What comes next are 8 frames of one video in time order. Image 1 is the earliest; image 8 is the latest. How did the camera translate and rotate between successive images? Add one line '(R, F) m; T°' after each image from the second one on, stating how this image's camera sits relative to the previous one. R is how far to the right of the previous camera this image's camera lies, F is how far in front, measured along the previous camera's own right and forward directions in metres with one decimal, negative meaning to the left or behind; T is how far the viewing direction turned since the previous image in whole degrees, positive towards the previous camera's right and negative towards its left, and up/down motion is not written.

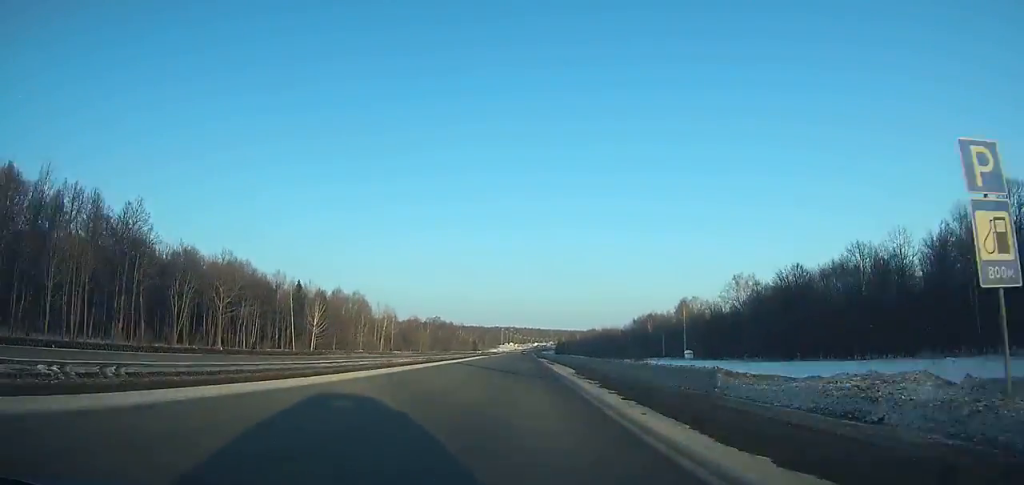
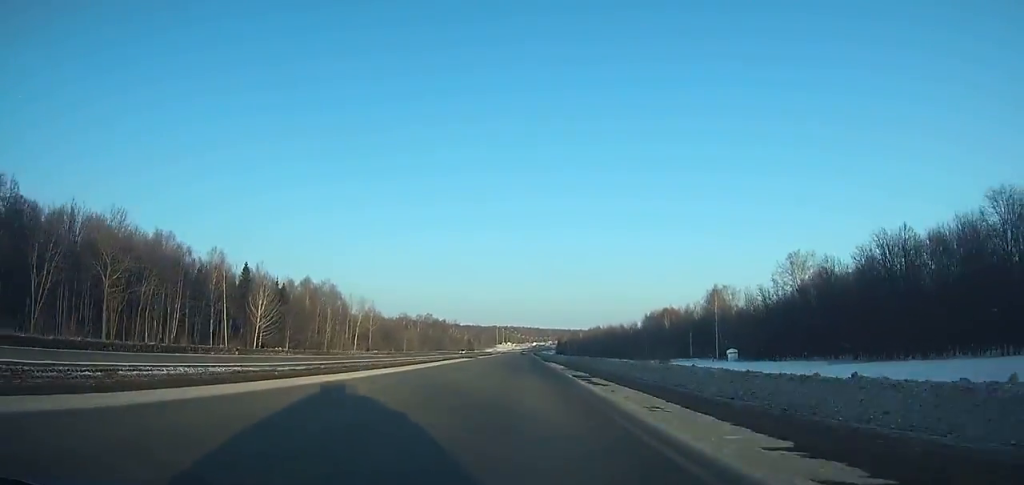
(-0.1, +32.1) m; 0°
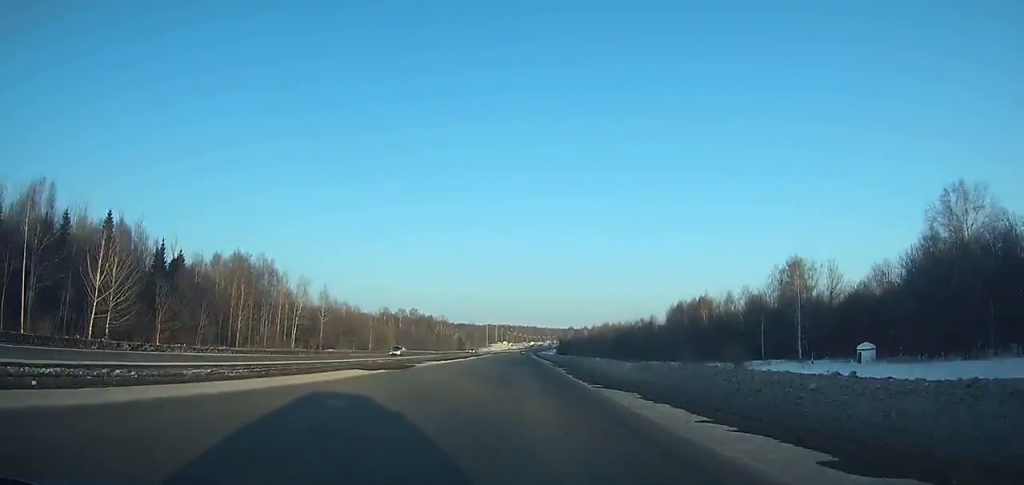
(+0.4, +48.6) m; 0°
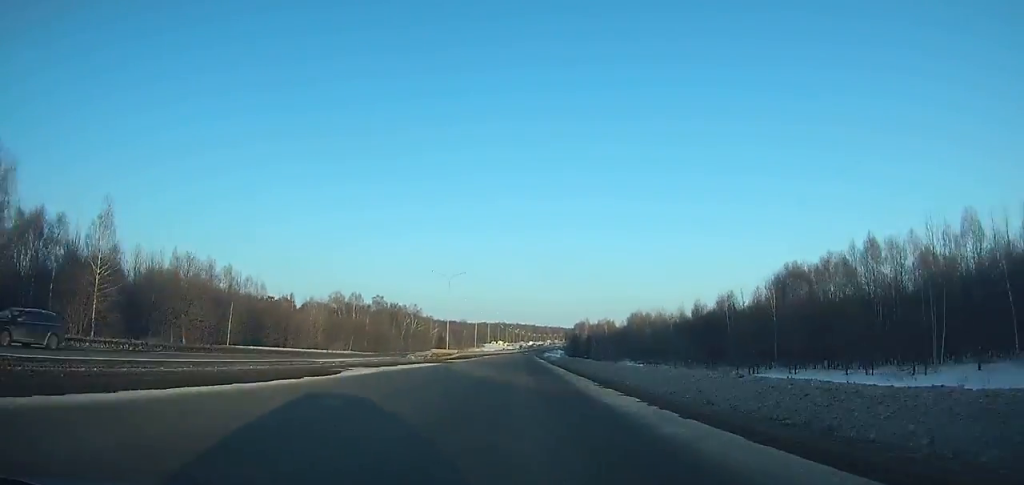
(+0.3, +91.5) m; +1°
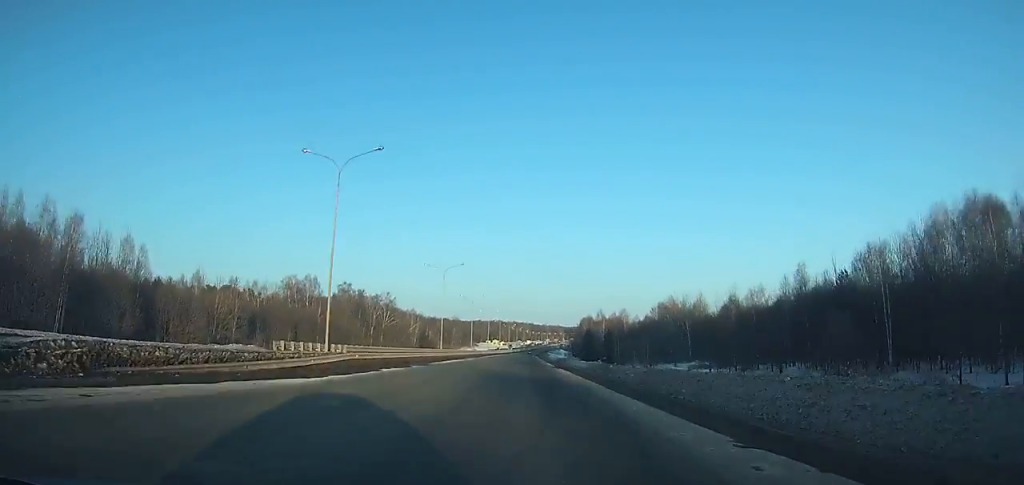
(+0.3, +52.6) m; 0°
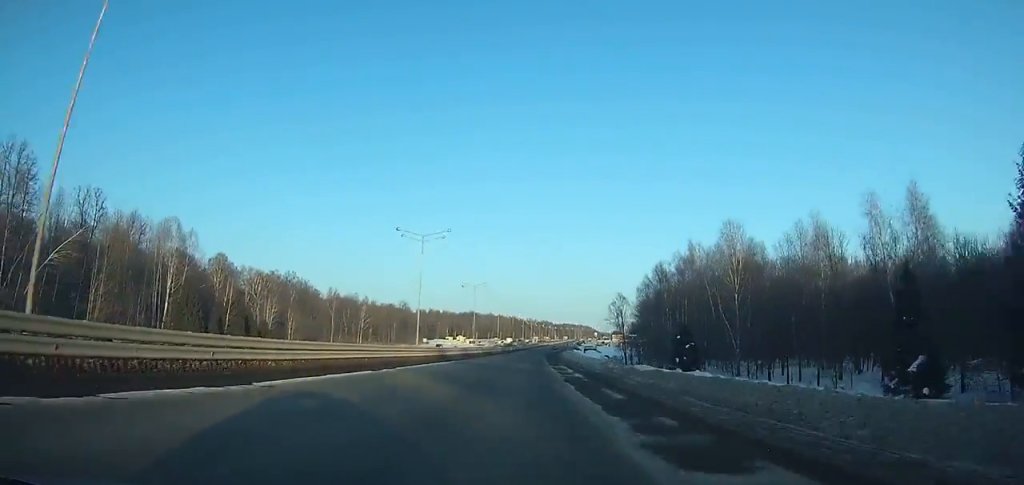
(+3.5, +201.5) m; +3°
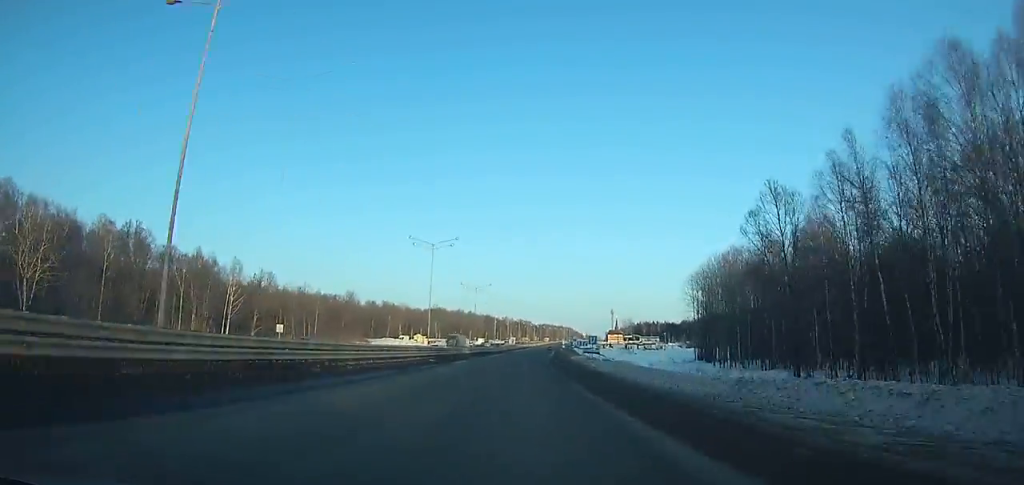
(+1.6, +82.2) m; +2°
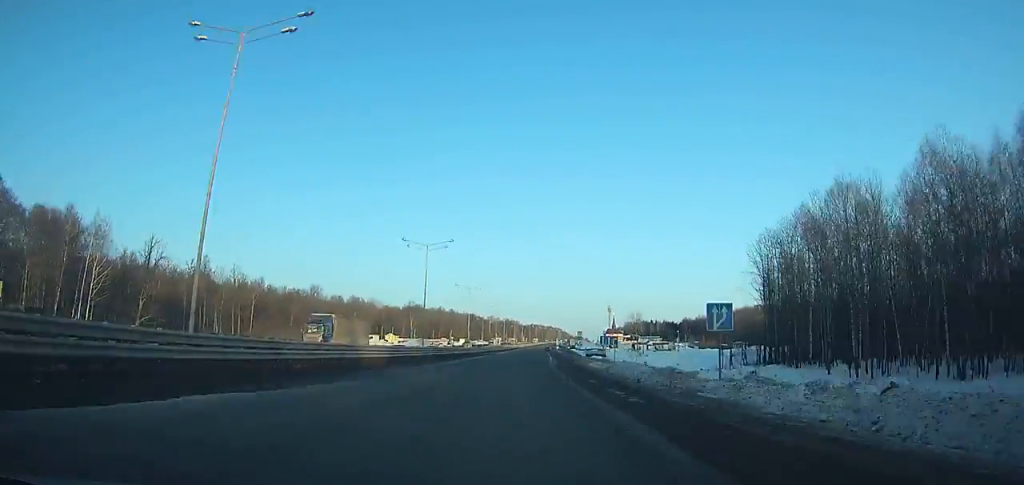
(+0.4, +41.0) m; +1°
